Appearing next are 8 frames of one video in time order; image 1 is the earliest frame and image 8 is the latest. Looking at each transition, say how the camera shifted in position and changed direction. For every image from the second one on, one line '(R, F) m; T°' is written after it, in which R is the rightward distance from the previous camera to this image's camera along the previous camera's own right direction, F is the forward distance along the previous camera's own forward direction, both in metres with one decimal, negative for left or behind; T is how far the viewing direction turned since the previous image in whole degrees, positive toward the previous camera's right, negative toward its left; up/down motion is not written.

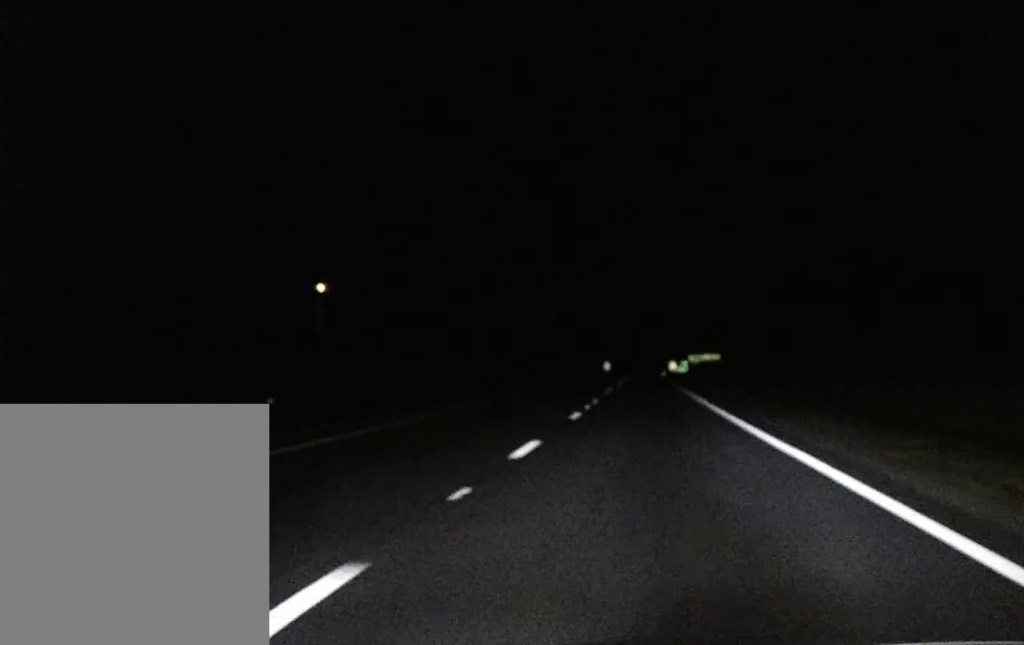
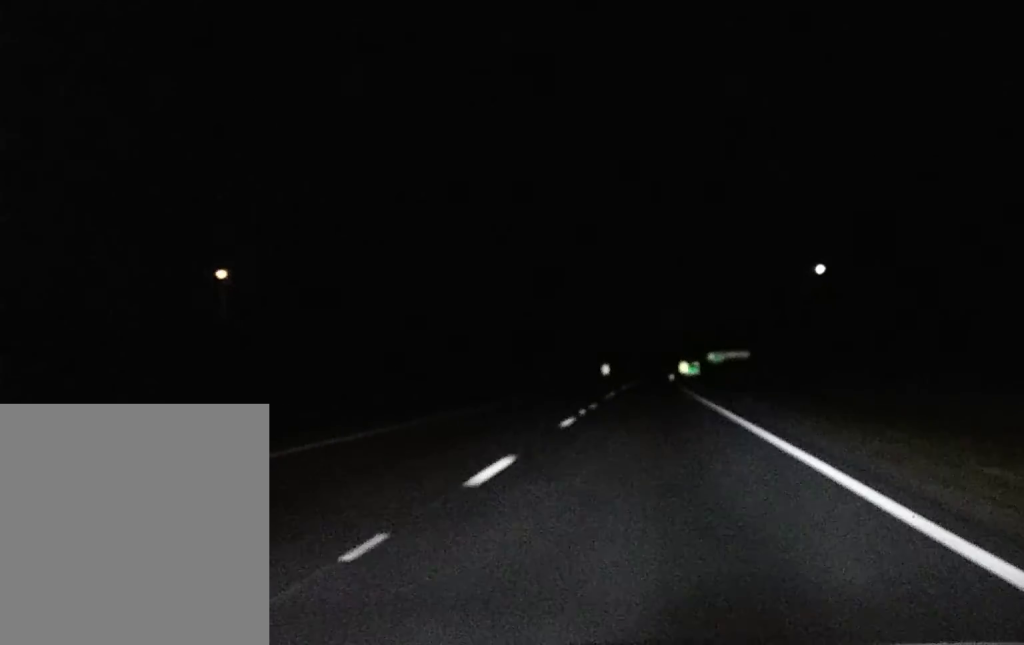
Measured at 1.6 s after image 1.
(-0.2, +53.2) m; 0°
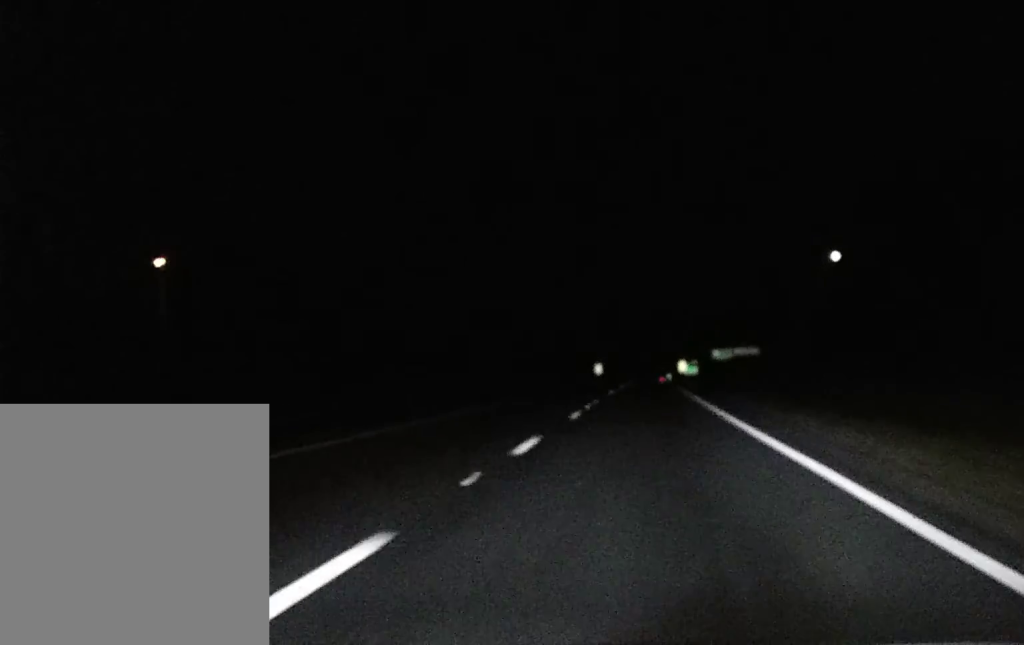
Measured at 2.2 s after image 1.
(-0.1, +18.2) m; 0°
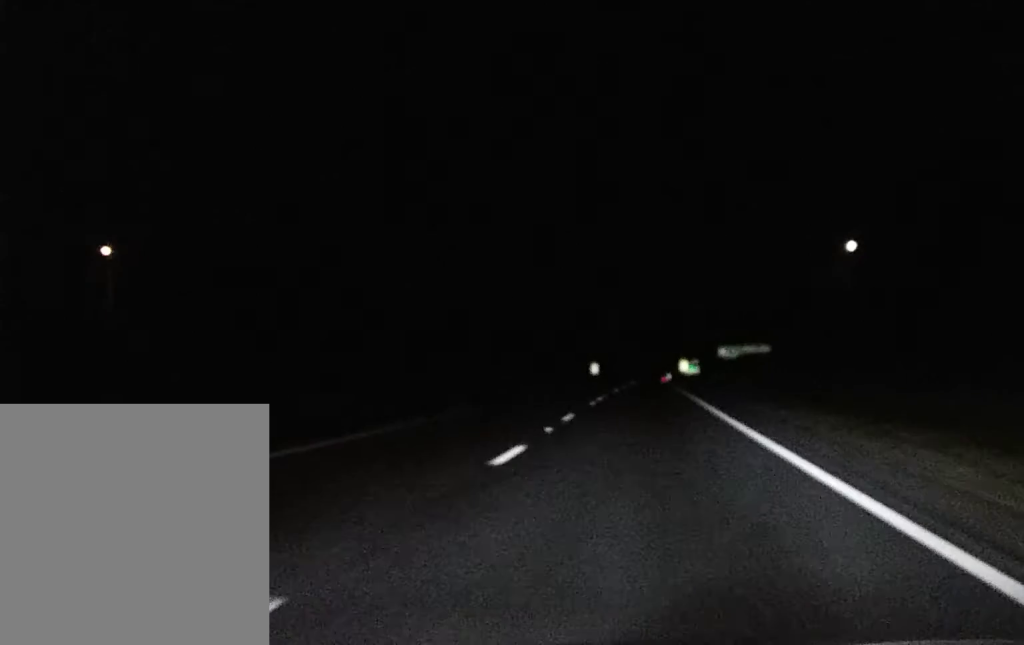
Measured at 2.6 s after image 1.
(0.0, +13.3) m; 0°
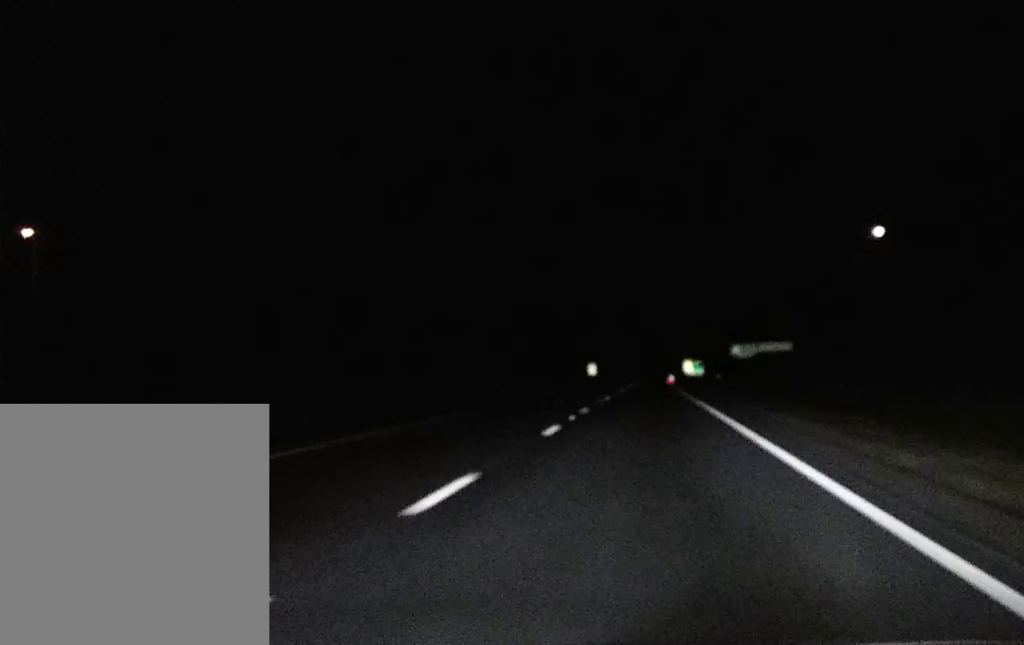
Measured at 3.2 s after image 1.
(0.0, +18.9) m; 0°
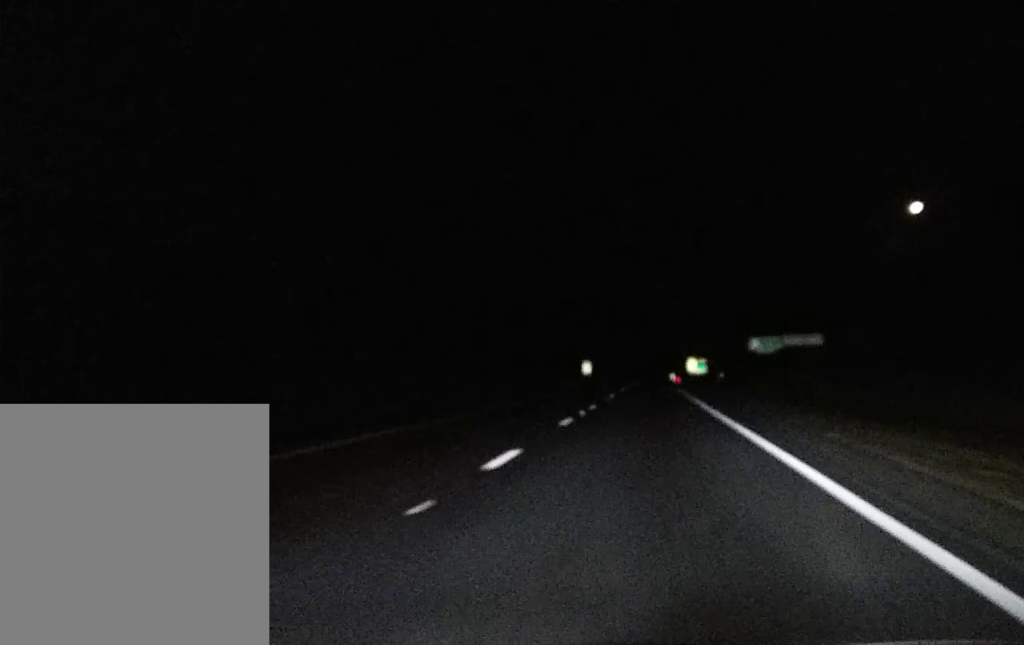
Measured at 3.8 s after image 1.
(0.0, +18.3) m; 0°
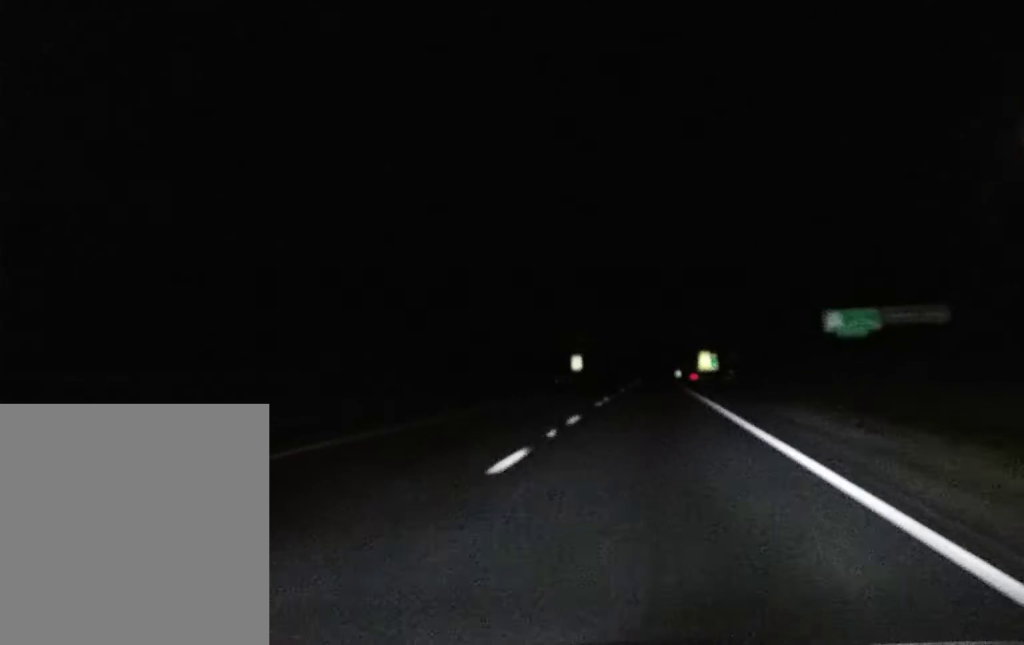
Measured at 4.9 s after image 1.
(0.0, +41.6) m; 0°
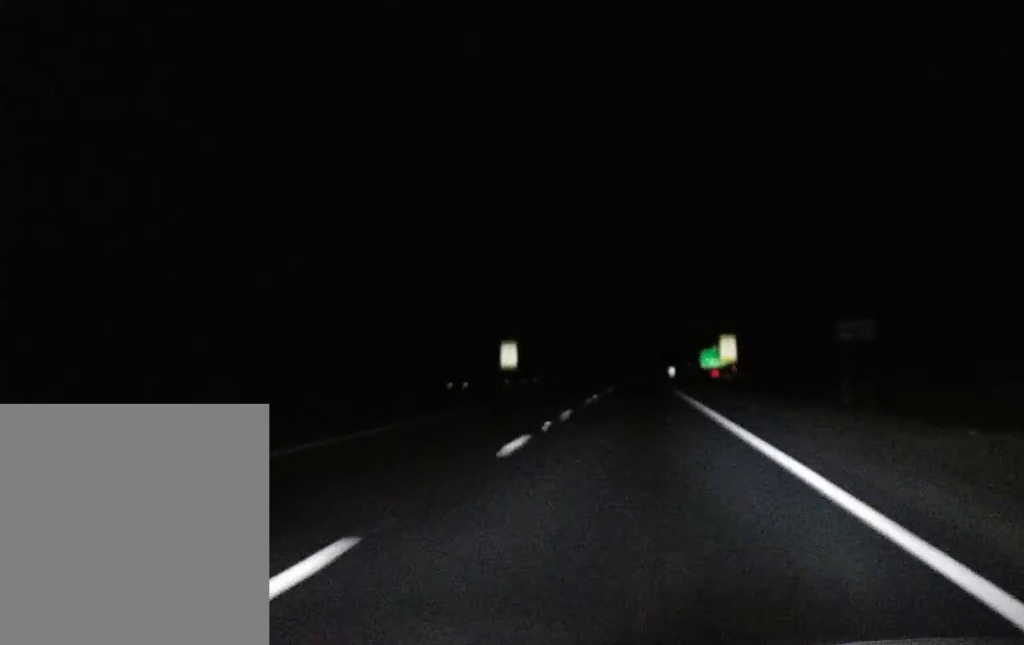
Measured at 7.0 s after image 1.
(+0.1, +75.9) m; 0°
